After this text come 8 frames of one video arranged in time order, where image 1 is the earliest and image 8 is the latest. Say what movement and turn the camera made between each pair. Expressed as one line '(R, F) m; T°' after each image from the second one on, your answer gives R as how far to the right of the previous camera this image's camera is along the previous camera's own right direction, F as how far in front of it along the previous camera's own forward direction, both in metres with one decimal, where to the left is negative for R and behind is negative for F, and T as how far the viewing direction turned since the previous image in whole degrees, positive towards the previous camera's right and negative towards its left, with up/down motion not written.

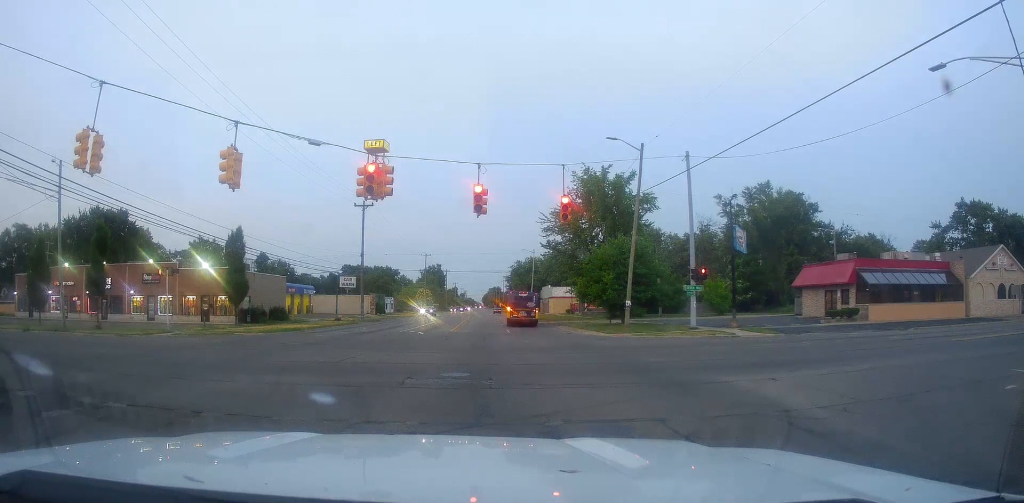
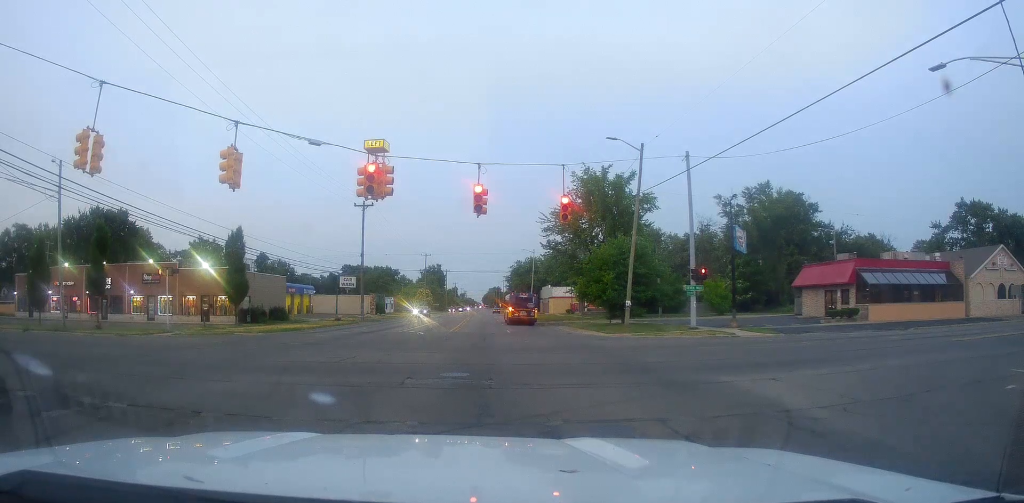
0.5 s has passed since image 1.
(0.0, 0.0) m; 0°
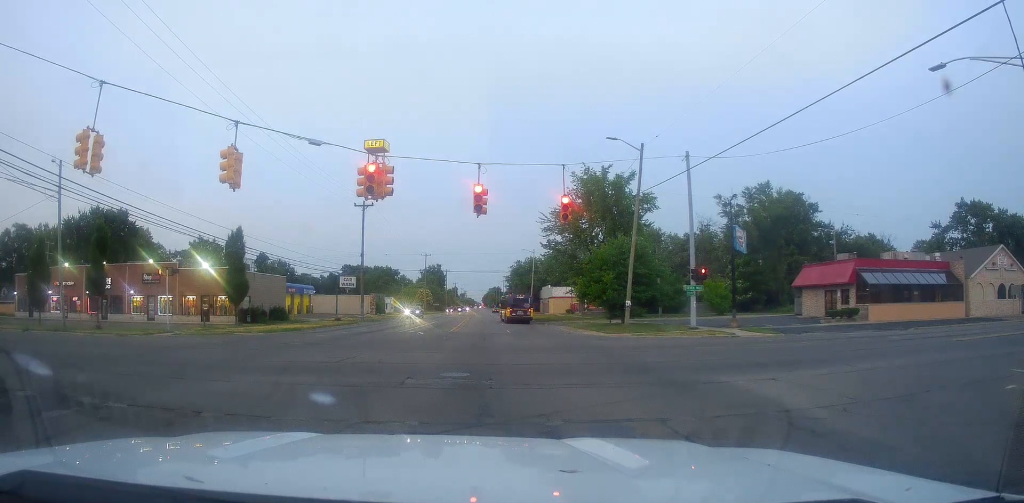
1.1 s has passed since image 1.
(0.0, 0.0) m; 0°
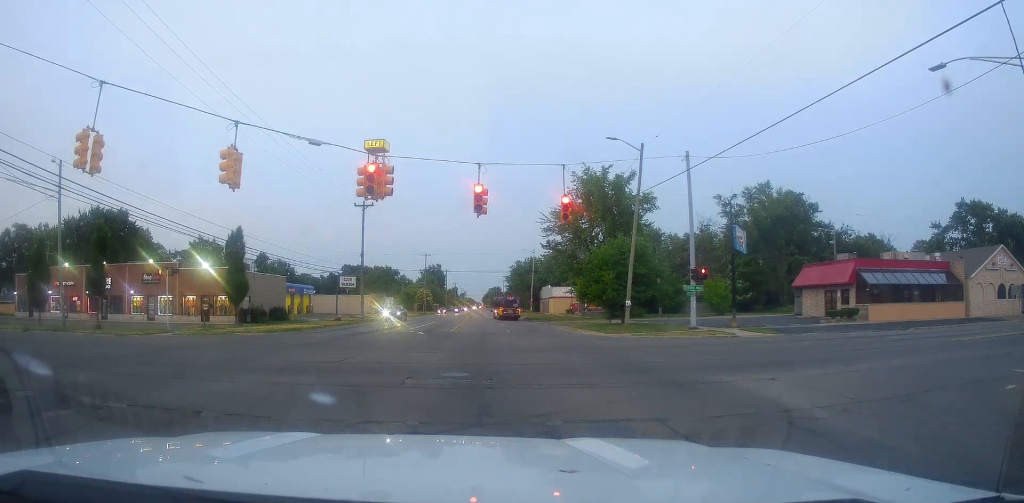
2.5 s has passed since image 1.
(0.0, 0.0) m; 0°
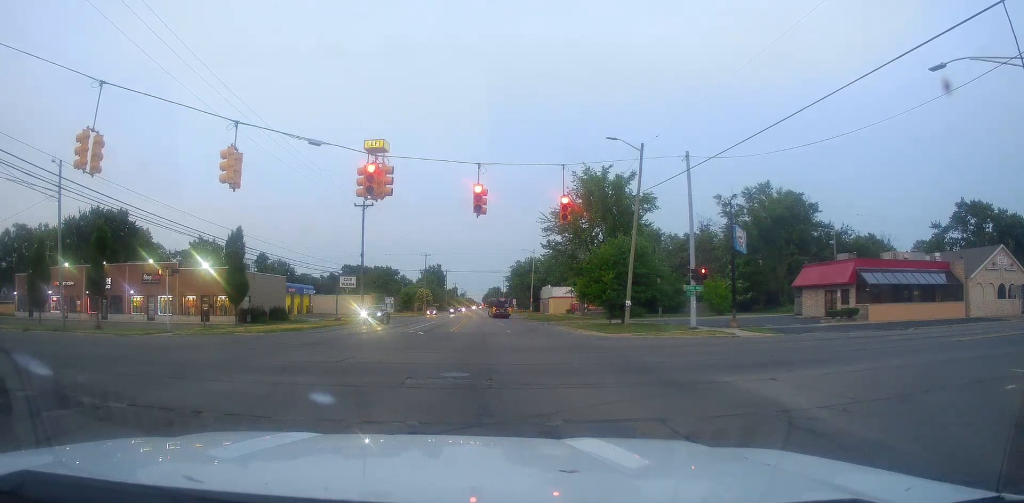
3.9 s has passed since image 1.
(0.0, 0.0) m; 0°
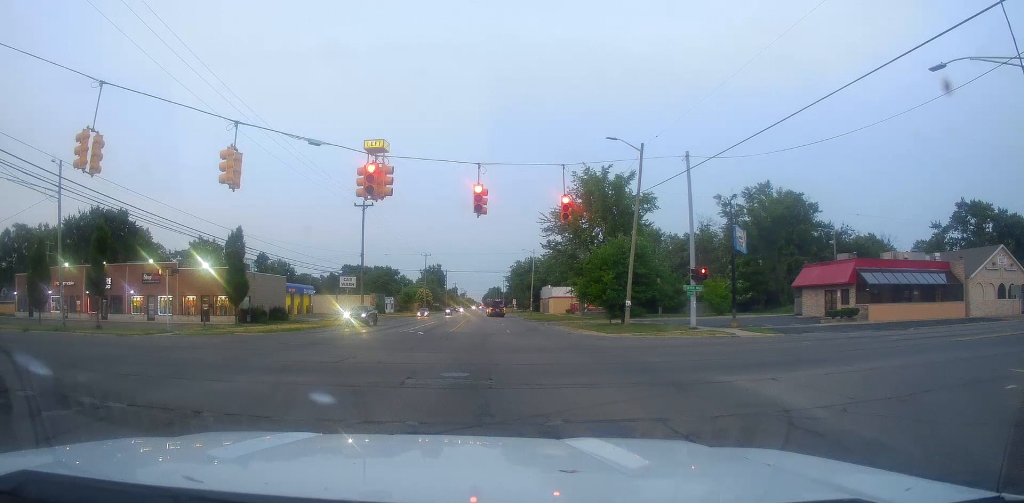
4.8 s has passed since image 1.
(0.0, 0.0) m; 0°
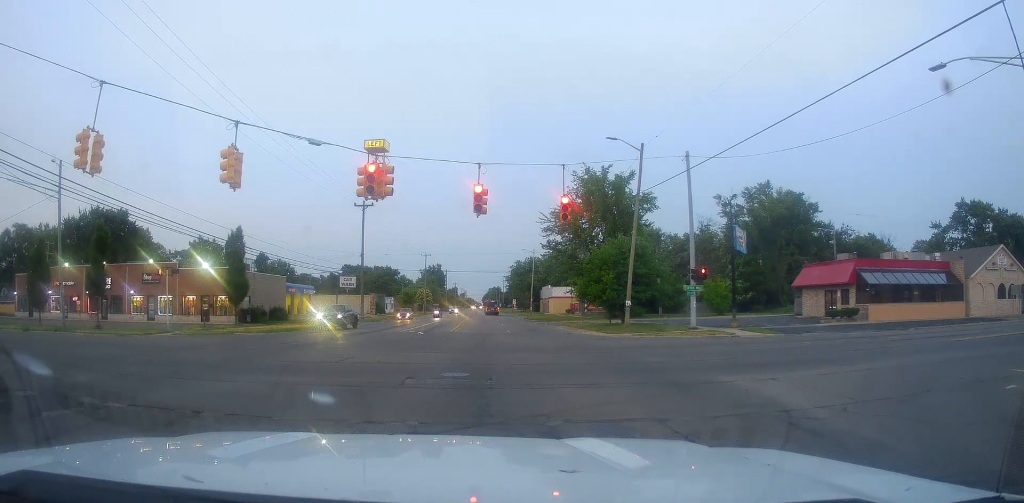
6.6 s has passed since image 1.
(0.0, 0.0) m; 0°
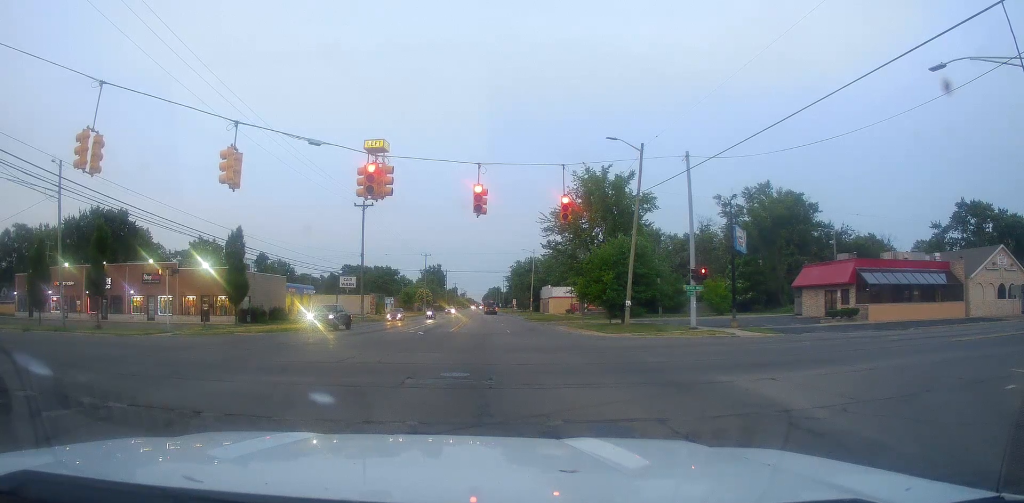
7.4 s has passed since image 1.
(0.0, 0.0) m; 0°
